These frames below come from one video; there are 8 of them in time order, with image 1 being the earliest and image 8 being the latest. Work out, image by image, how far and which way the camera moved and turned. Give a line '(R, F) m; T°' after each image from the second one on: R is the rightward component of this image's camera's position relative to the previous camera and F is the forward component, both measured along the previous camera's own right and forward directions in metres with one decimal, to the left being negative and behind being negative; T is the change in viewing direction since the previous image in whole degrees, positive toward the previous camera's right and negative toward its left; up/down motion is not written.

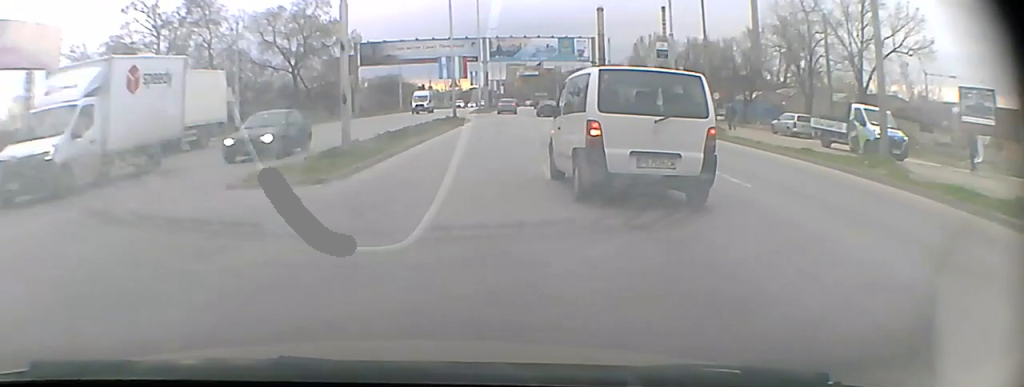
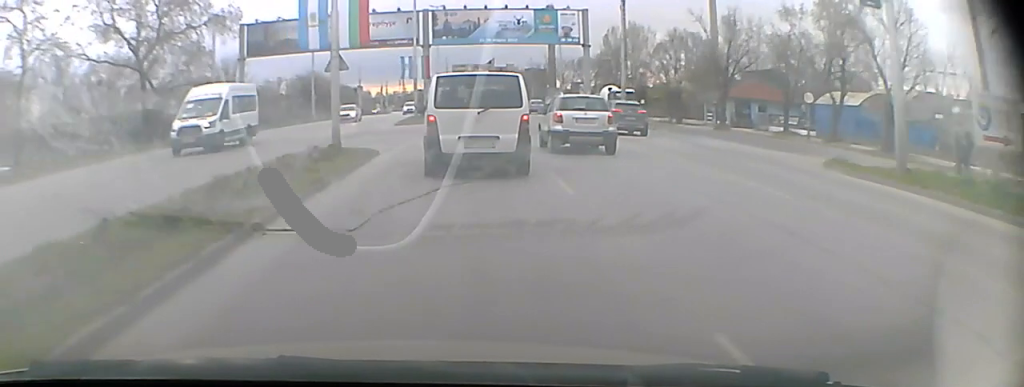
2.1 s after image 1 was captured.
(-0.1, +28.8) m; 0°
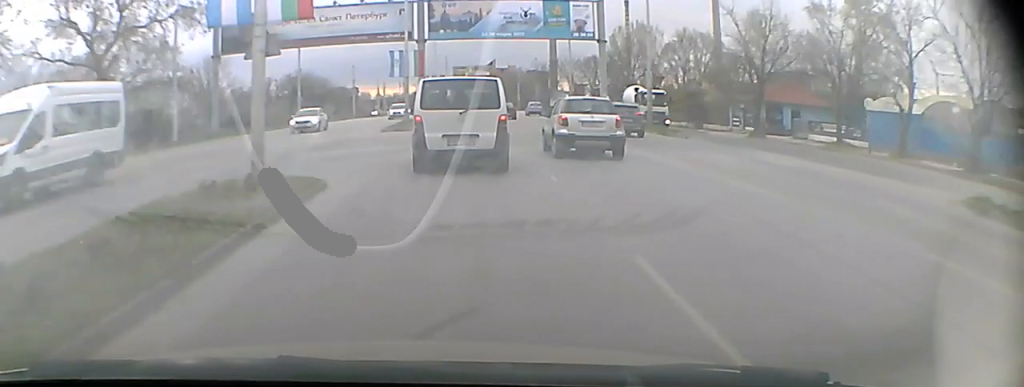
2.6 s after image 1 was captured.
(0.0, +7.0) m; 0°
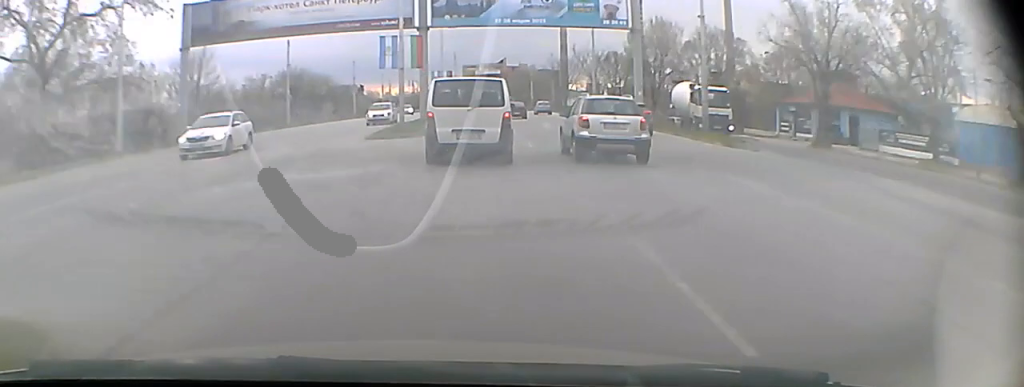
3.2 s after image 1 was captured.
(0.0, +8.5) m; 0°
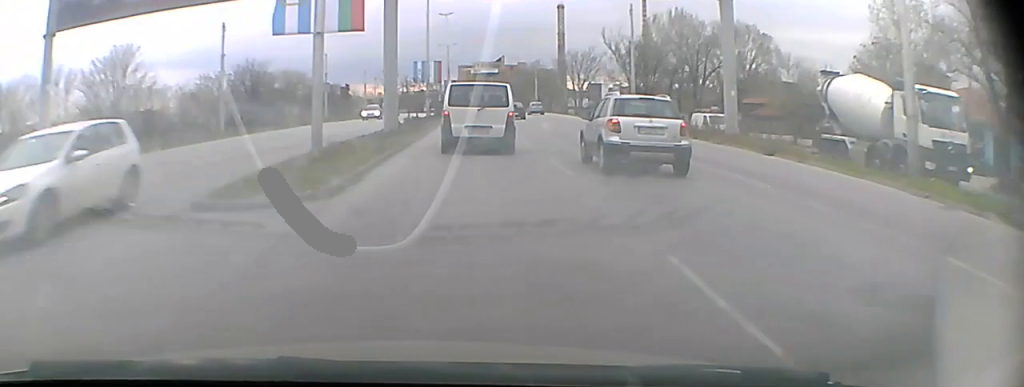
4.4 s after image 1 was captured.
(+0.1, +17.3) m; 0°
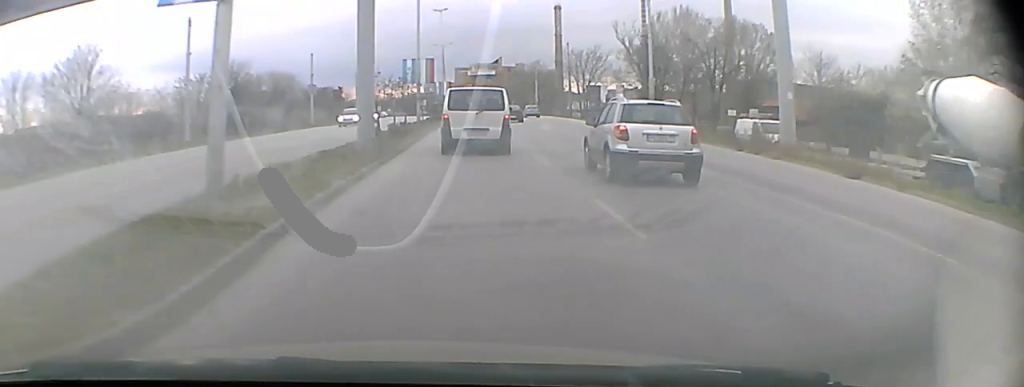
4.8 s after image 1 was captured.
(0.0, +5.9) m; 0°
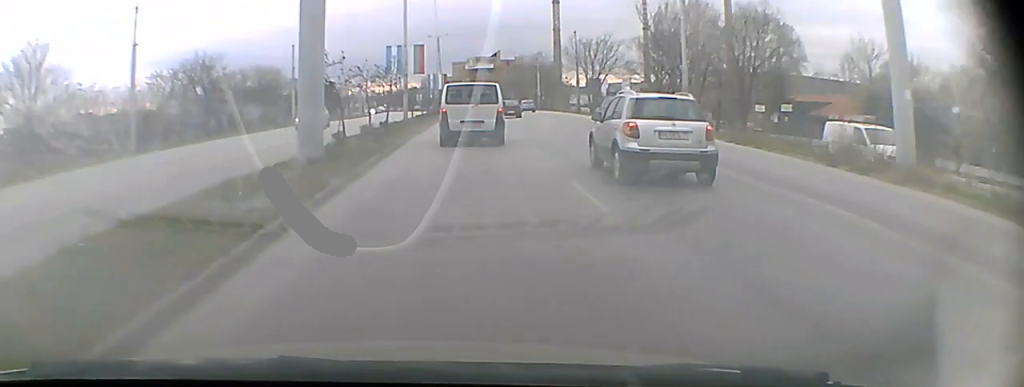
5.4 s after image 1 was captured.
(0.0, +8.8) m; 0°
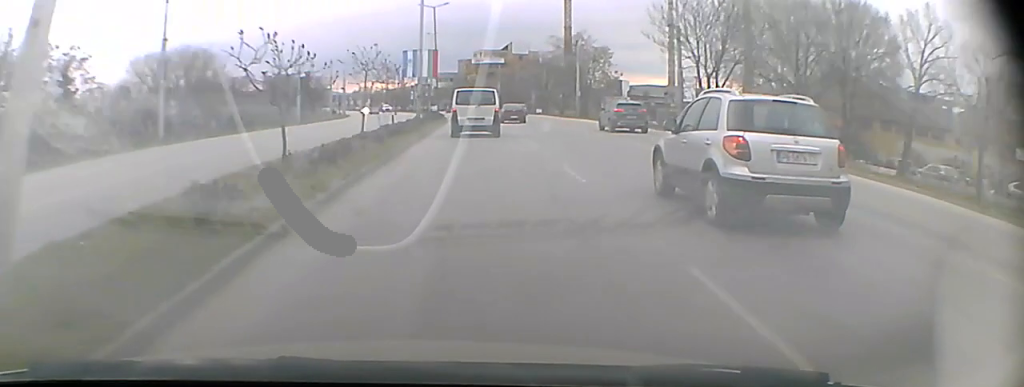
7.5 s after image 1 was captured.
(0.0, +31.4) m; 0°
